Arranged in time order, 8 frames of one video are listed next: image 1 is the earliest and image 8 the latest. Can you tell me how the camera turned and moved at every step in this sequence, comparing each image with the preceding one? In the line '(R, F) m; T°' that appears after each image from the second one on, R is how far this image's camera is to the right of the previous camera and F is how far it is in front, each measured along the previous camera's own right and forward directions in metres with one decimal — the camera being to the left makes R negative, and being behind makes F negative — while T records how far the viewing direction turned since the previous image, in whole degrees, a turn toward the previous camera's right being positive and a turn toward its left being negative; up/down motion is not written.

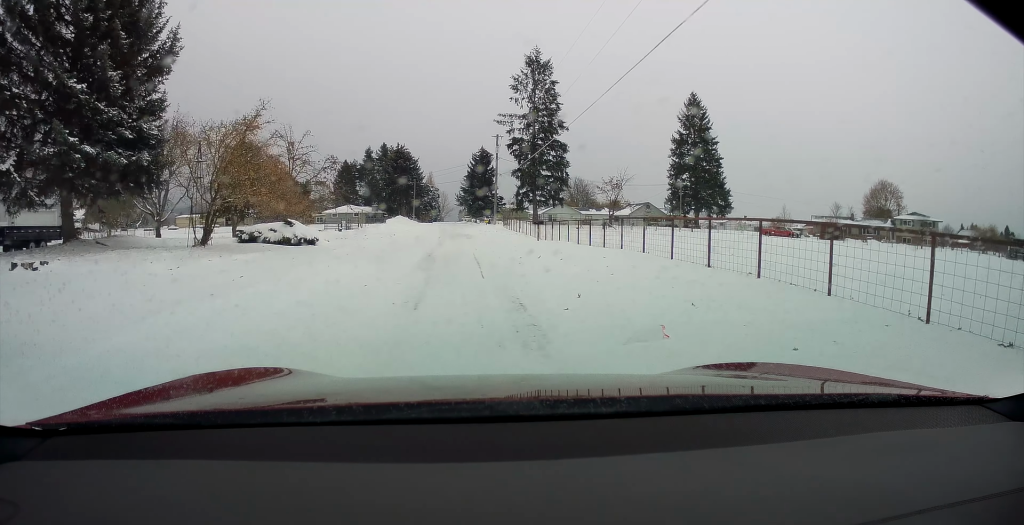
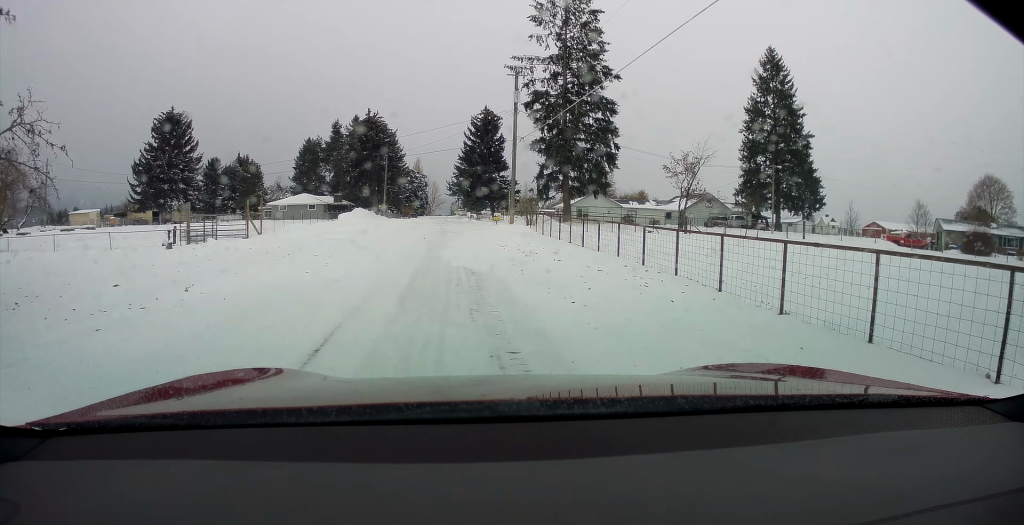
(+0.6, +31.7) m; +4°
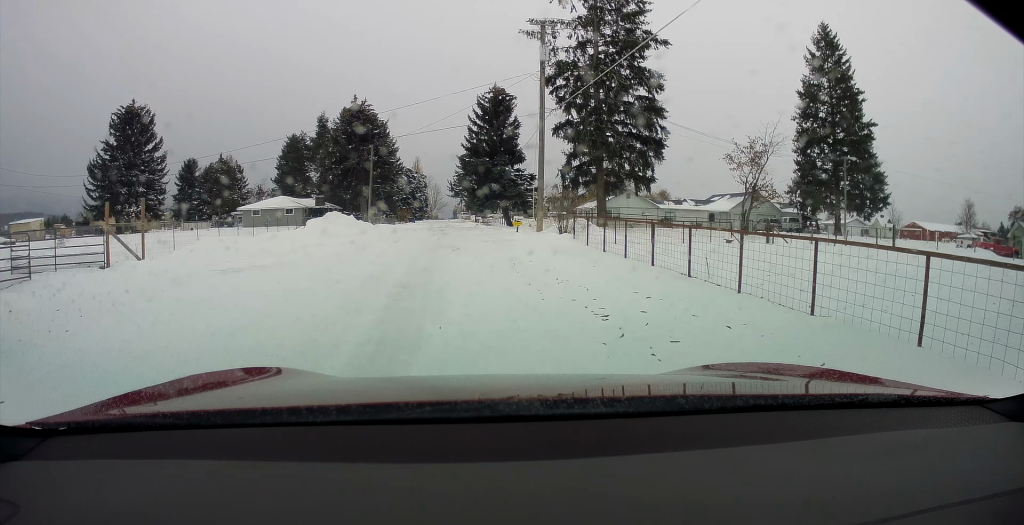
(0.0, +13.8) m; 0°
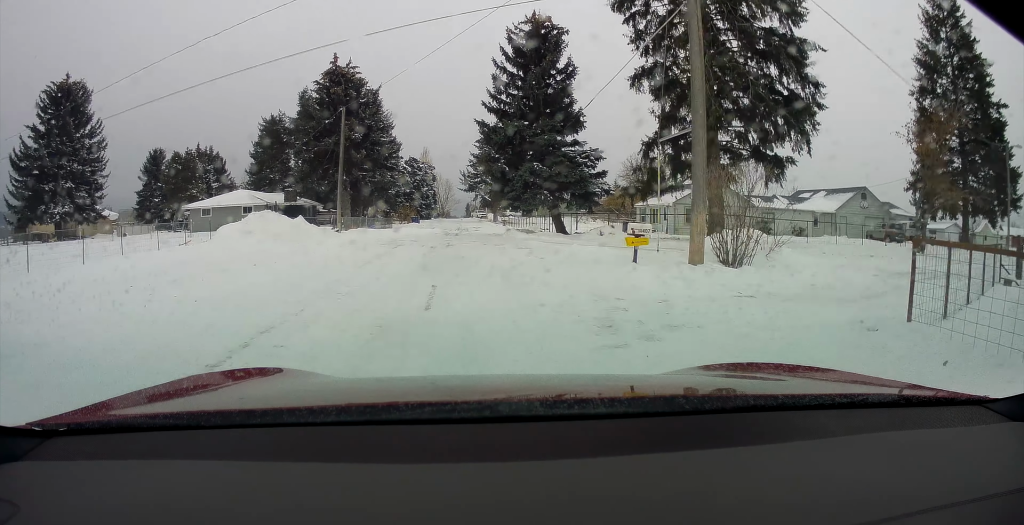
(-0.2, +19.7) m; -2°
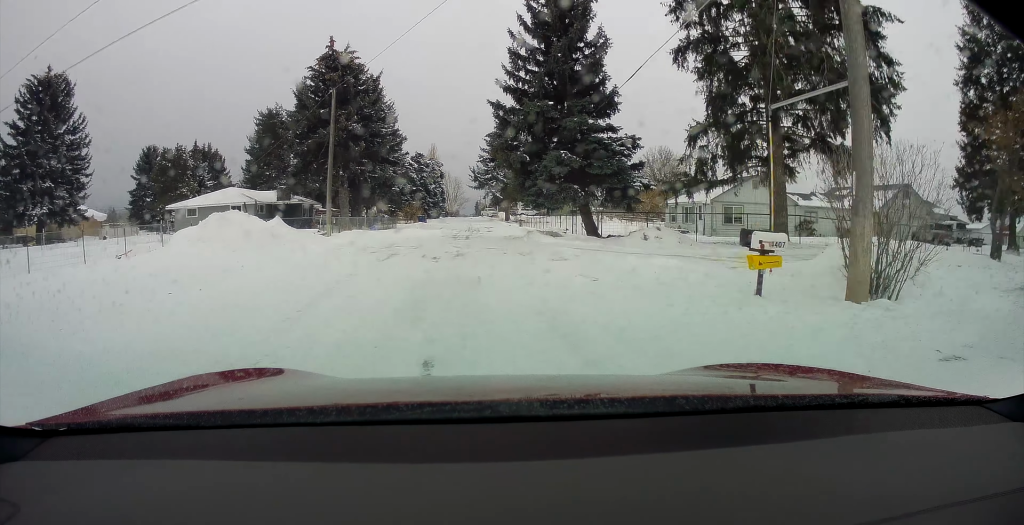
(-0.2, +5.6) m; 0°
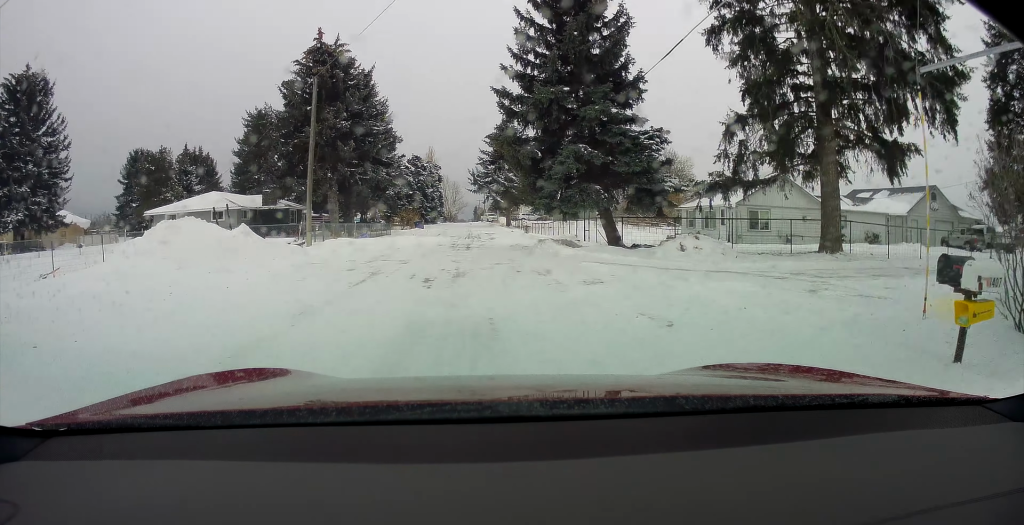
(0.0, +4.6) m; 0°
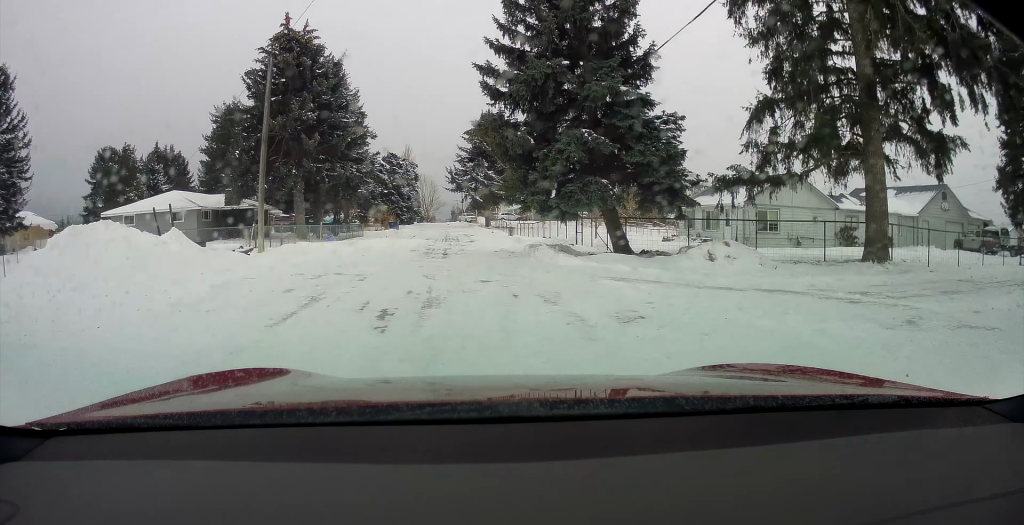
(+0.1, +4.5) m; +1°
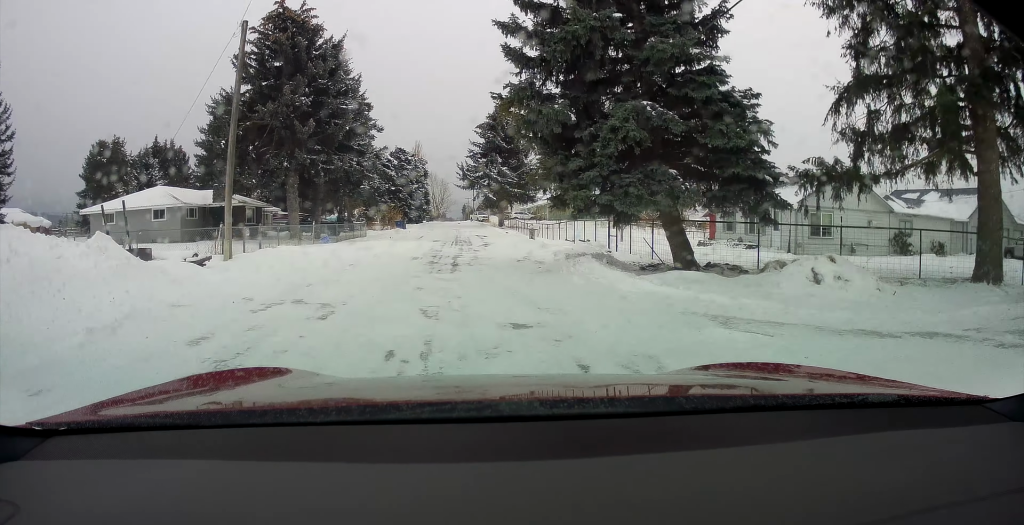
(+0.1, +6.2) m; +1°
